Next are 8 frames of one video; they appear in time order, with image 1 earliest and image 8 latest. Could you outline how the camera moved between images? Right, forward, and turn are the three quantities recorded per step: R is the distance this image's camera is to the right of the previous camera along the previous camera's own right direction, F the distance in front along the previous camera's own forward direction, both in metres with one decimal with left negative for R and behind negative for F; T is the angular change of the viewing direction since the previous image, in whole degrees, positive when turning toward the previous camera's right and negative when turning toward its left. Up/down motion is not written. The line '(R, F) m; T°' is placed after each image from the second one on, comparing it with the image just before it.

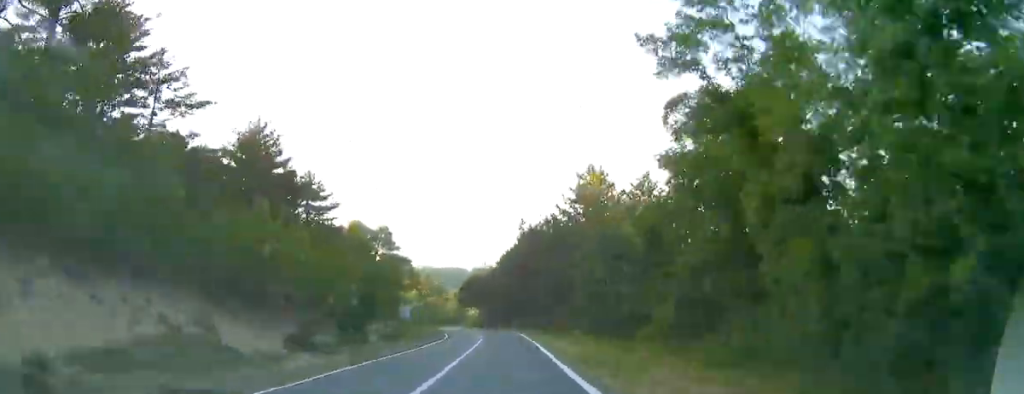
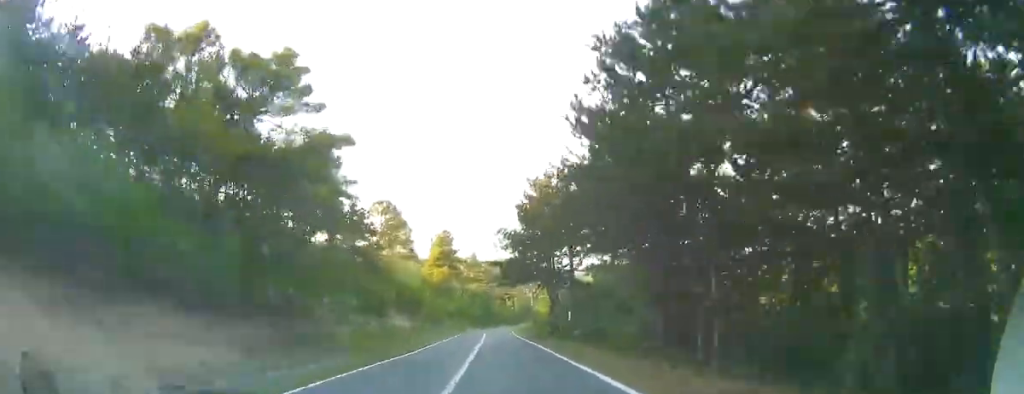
(-2.4, +62.6) m; -3°
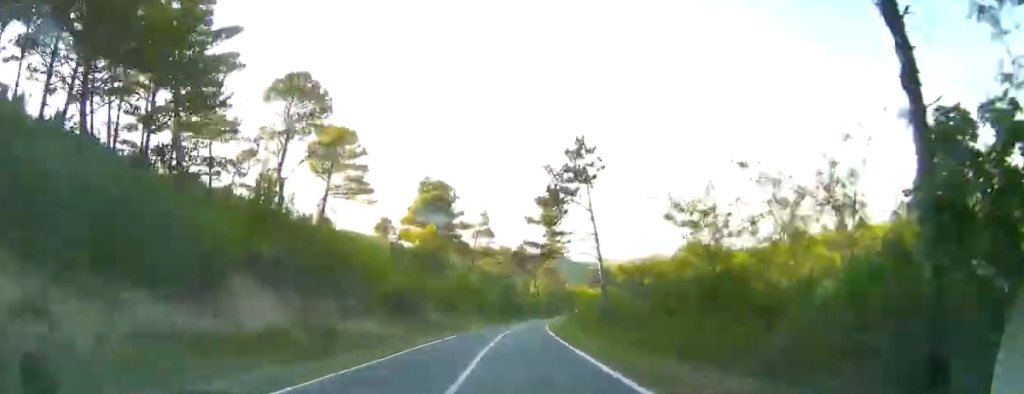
(0.0, +40.0) m; 0°
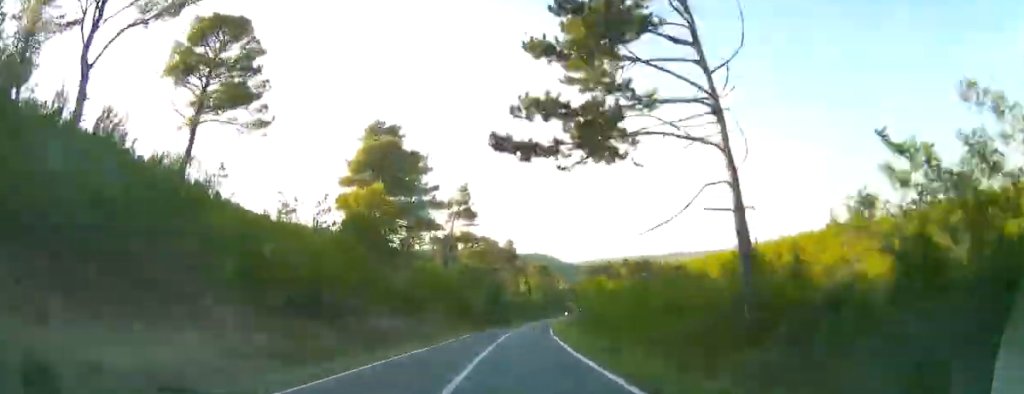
(0.0, +20.3) m; 0°
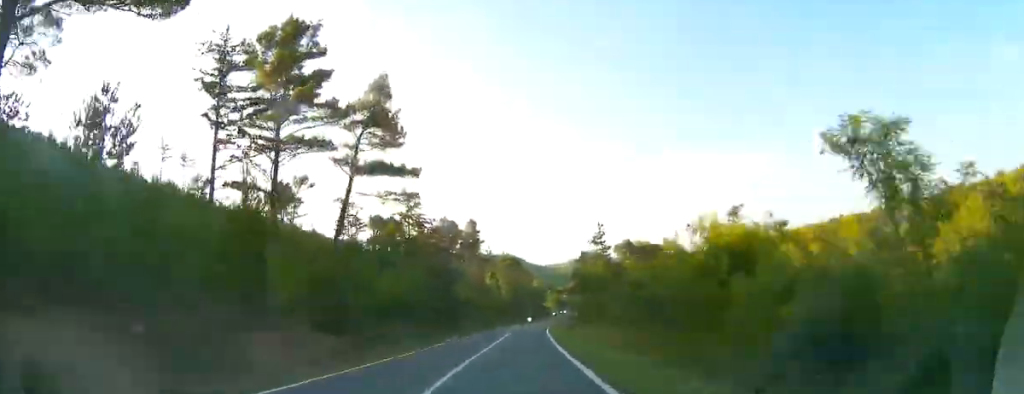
(+0.1, +36.3) m; +1°
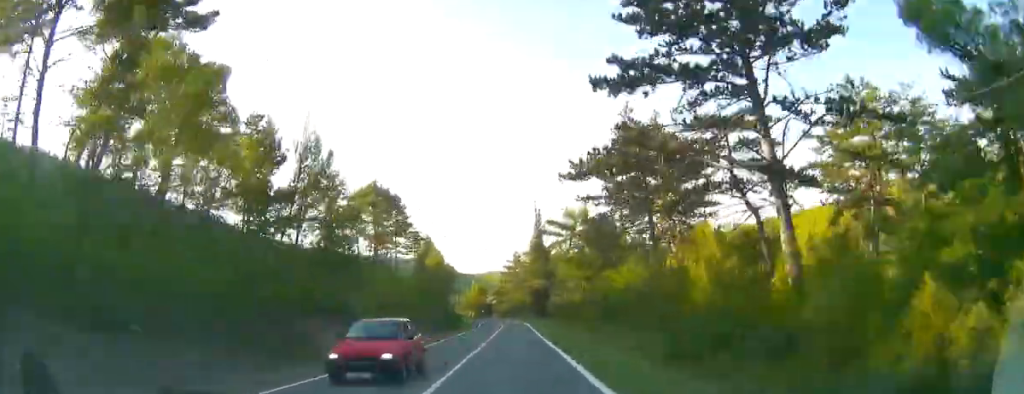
(+4.6, +94.2) m; +6°
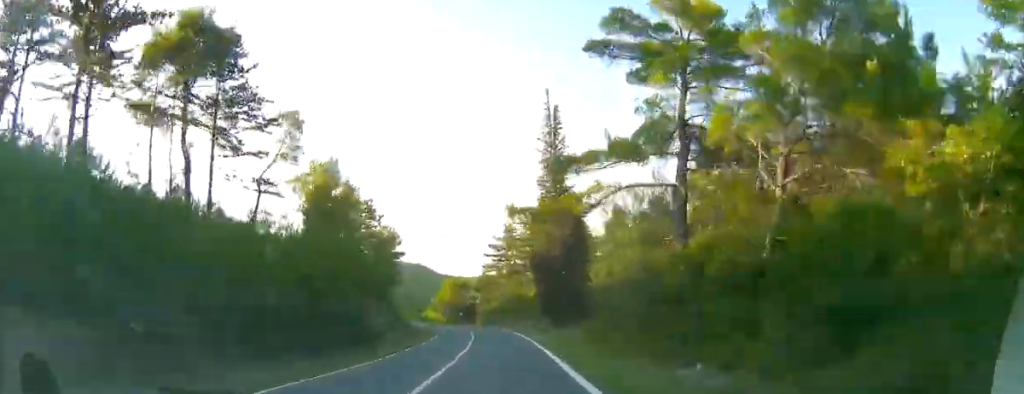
(+1.2, +46.8) m; +1°
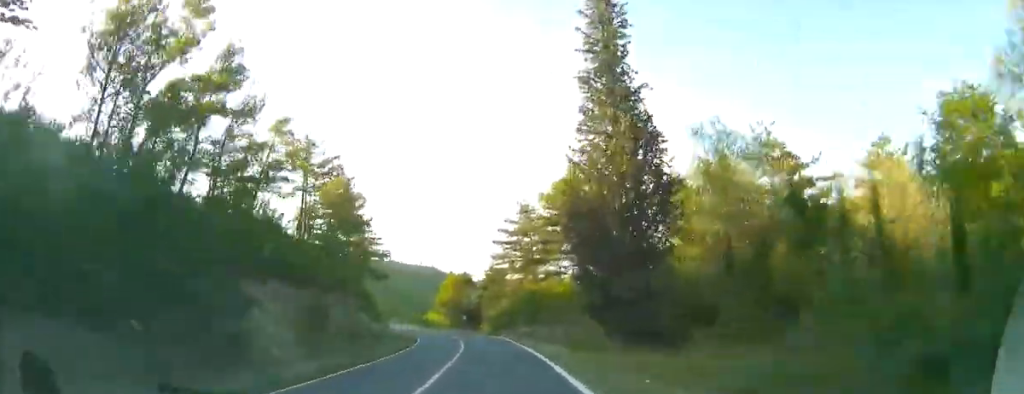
(+0.7, +21.1) m; -1°
